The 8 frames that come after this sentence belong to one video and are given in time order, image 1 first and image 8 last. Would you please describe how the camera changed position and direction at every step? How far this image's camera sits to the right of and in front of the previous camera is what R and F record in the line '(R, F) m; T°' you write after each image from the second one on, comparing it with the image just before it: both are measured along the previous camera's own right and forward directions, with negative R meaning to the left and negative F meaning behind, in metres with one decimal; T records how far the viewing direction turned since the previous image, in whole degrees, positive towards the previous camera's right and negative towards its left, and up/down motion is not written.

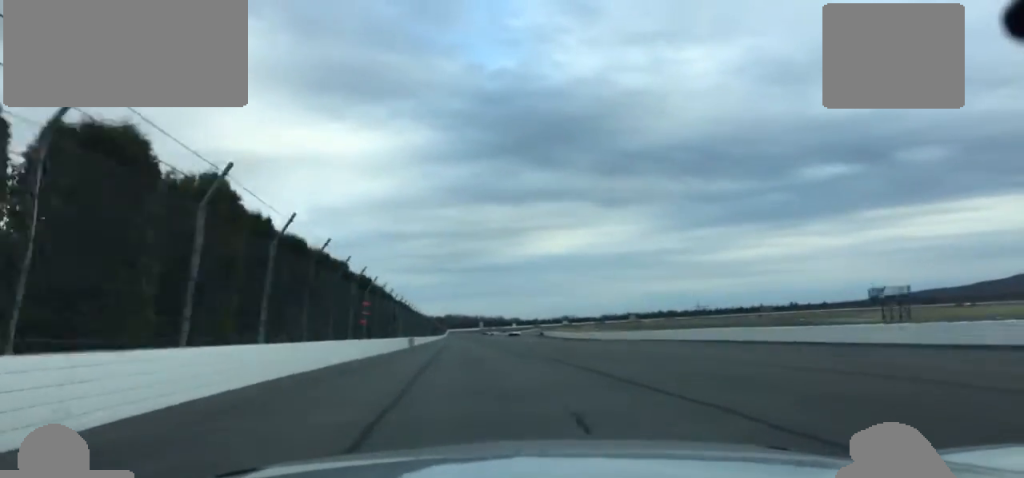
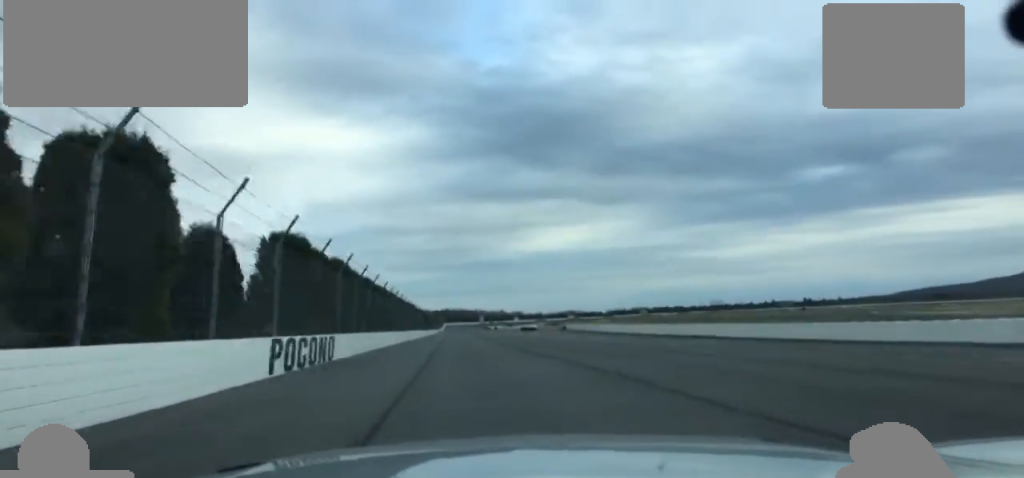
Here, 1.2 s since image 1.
(-0.5, +67.1) m; 0°
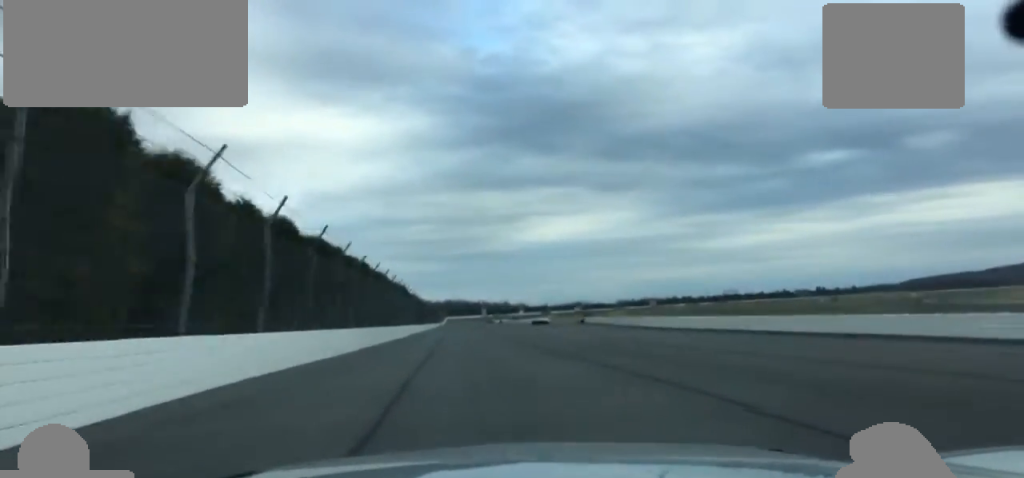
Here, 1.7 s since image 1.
(+0.2, +32.8) m; 0°
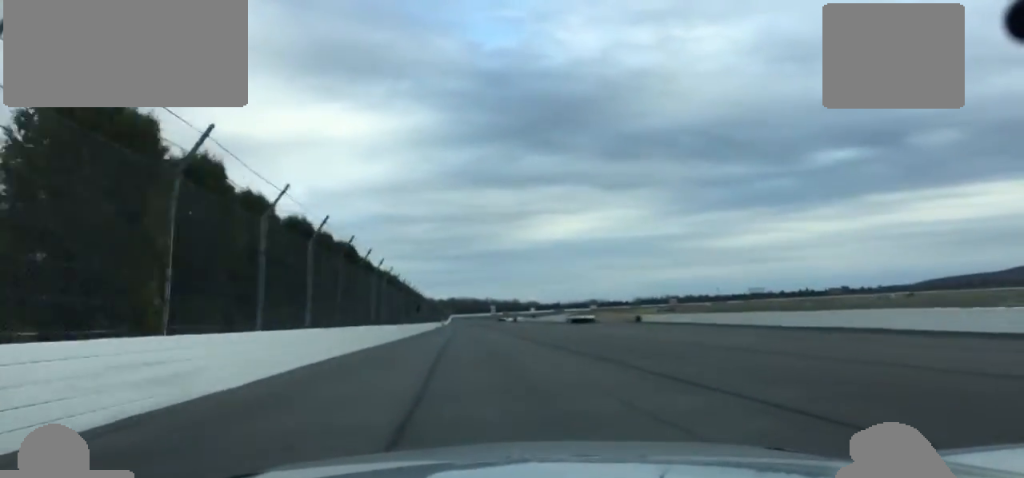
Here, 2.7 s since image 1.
(-0.2, +55.2) m; 0°
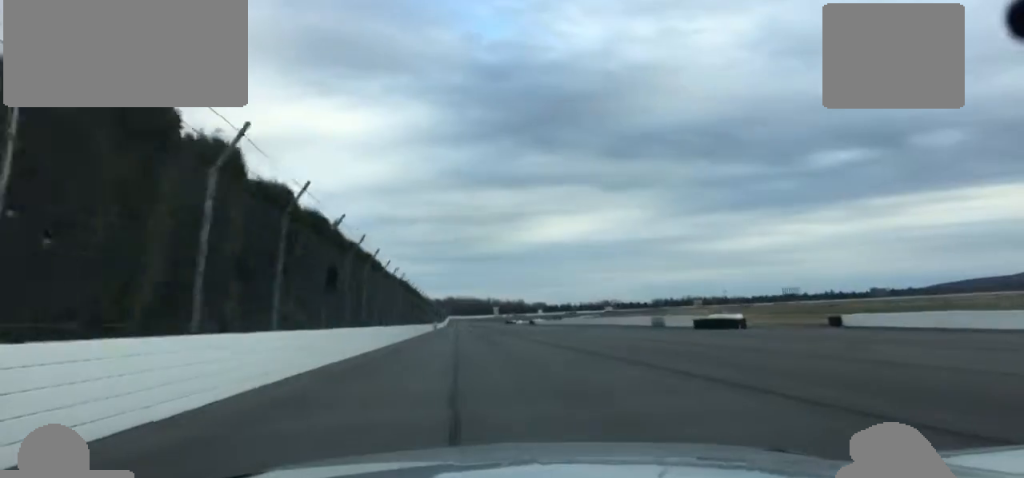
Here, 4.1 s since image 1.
(0.0, +77.0) m; 0°
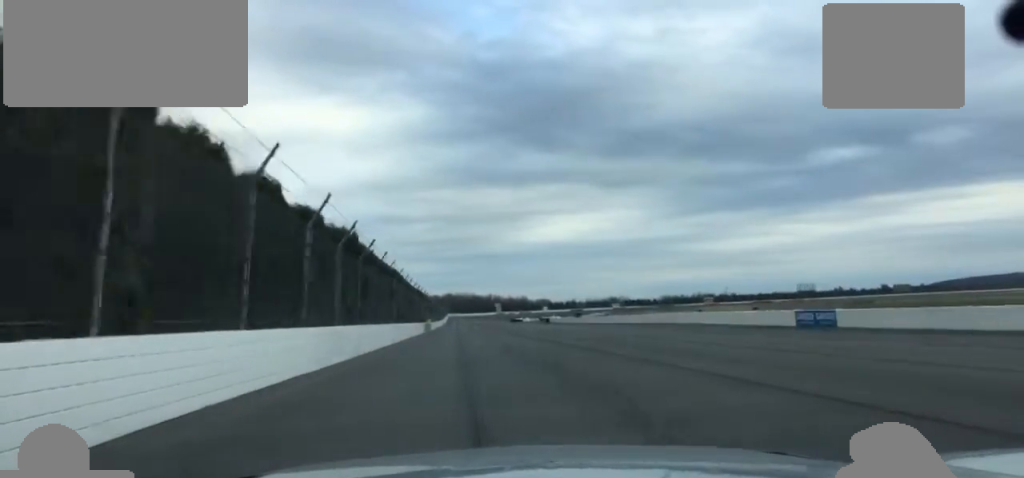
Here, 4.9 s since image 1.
(-0.2, +42.3) m; 0°
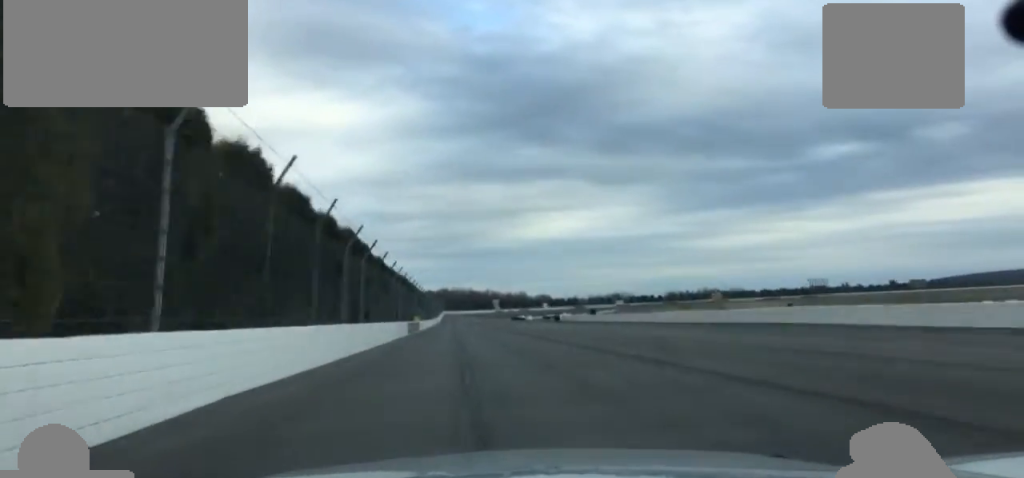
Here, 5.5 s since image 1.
(0.0, +27.0) m; 0°
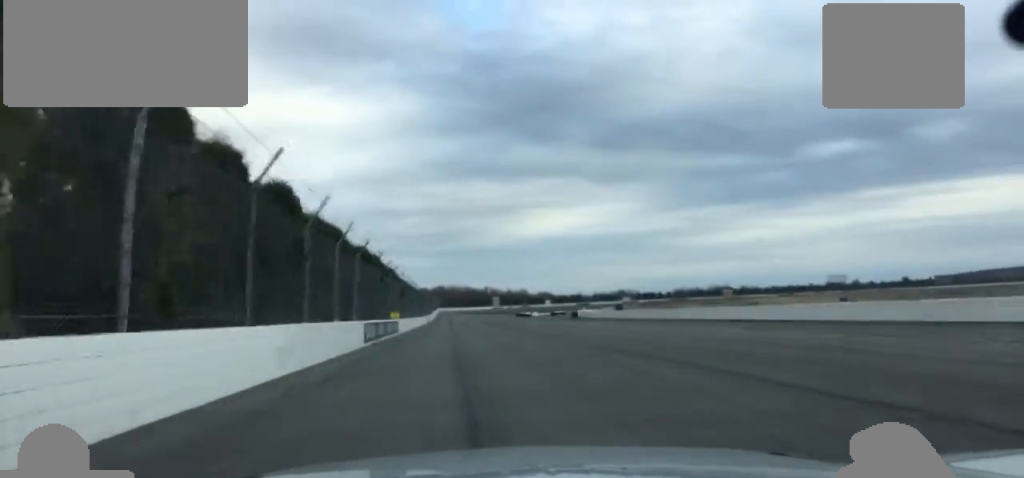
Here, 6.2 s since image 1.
(+0.2, +31.8) m; 0°
